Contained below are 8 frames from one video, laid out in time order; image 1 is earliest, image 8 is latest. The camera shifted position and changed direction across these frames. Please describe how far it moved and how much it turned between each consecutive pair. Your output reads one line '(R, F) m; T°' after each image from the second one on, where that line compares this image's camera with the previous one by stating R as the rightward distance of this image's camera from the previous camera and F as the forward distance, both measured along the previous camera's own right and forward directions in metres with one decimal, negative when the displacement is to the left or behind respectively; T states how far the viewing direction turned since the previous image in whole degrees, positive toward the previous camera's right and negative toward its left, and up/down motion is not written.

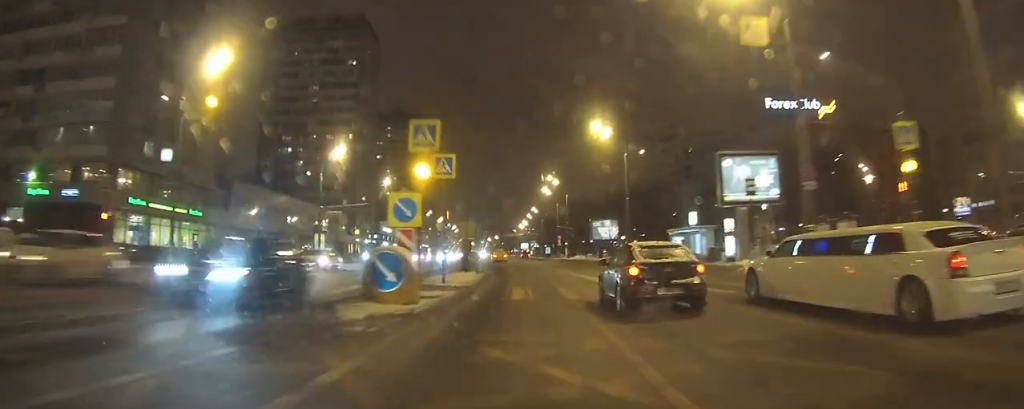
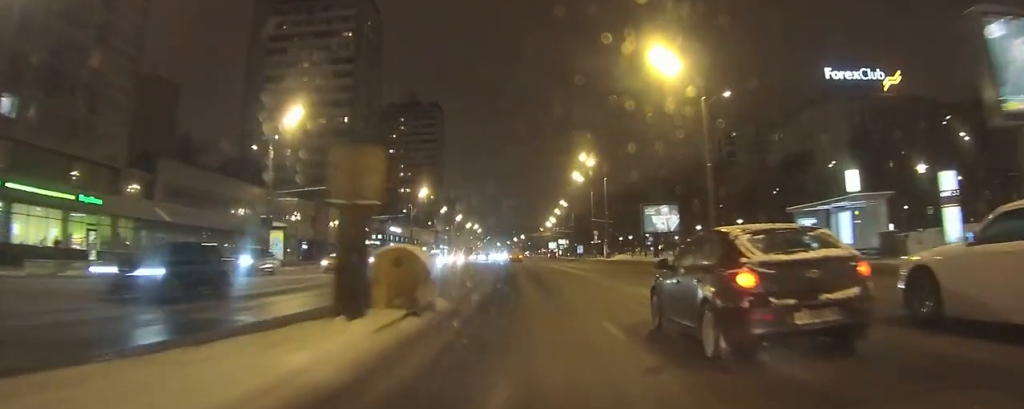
(-0.6, +21.2) m; -3°
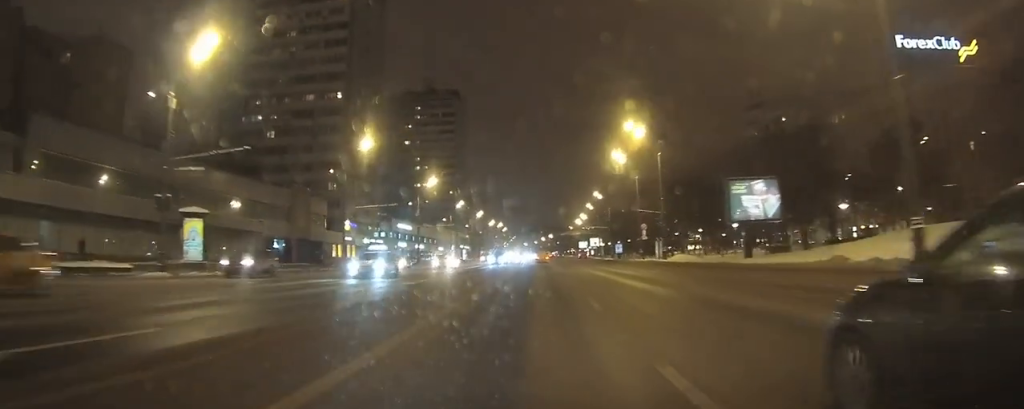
(-0.2, +19.6) m; -1°
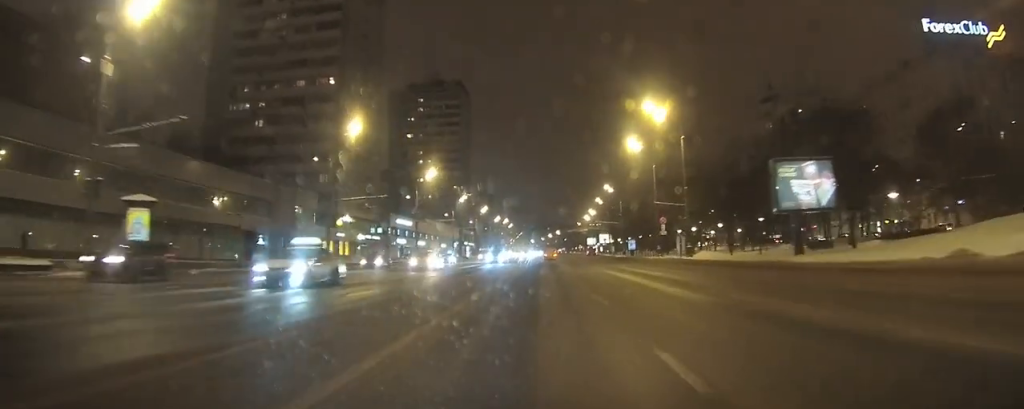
(0.0, +7.1) m; 0°
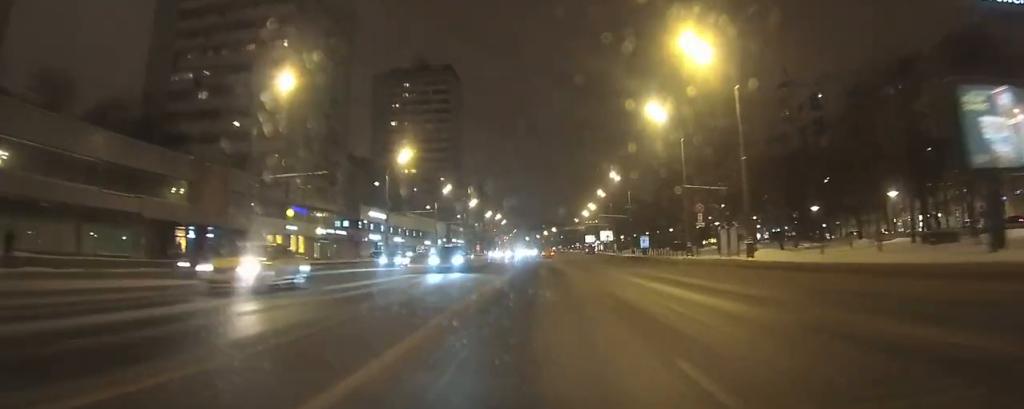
(-0.1, +16.4) m; 0°
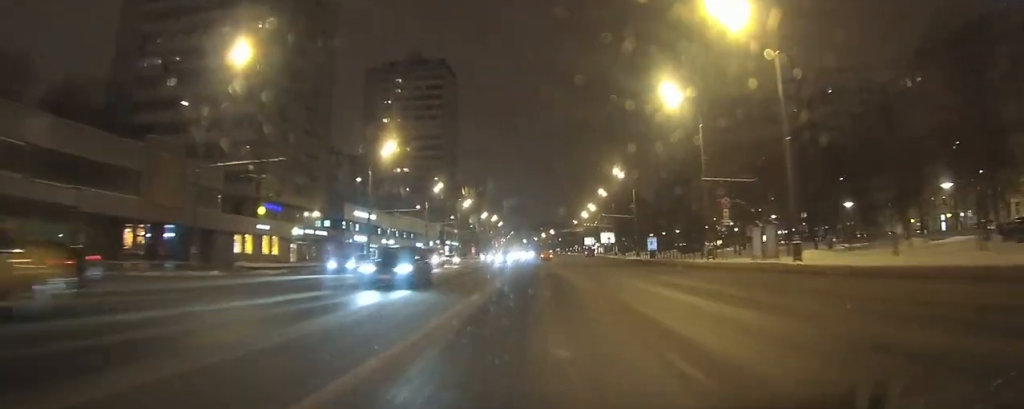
(0.0, +7.3) m; 0°
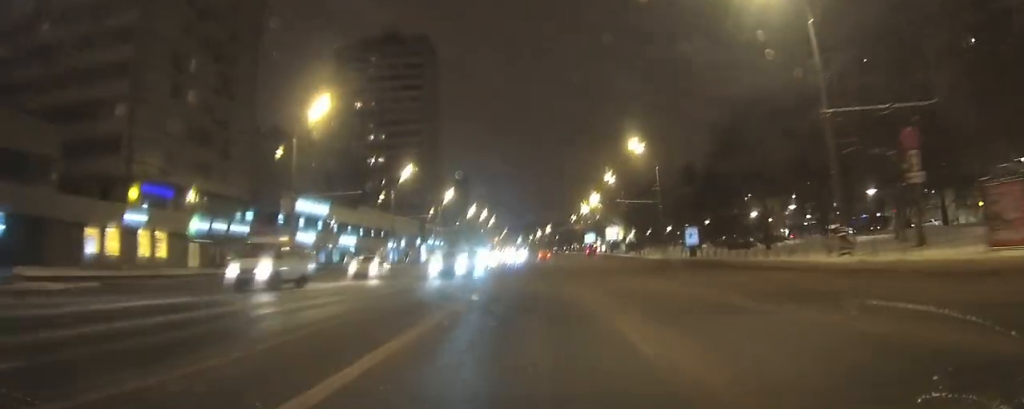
(0.0, +22.2) m; 0°
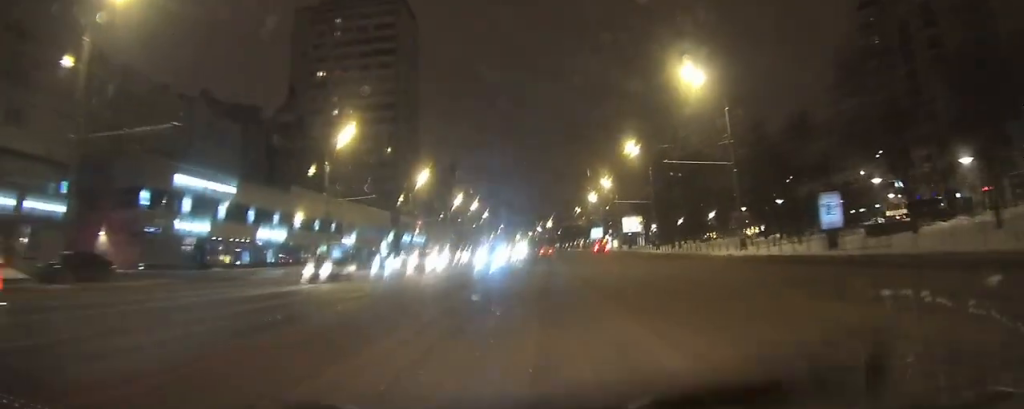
(0.0, +27.9) m; 0°
